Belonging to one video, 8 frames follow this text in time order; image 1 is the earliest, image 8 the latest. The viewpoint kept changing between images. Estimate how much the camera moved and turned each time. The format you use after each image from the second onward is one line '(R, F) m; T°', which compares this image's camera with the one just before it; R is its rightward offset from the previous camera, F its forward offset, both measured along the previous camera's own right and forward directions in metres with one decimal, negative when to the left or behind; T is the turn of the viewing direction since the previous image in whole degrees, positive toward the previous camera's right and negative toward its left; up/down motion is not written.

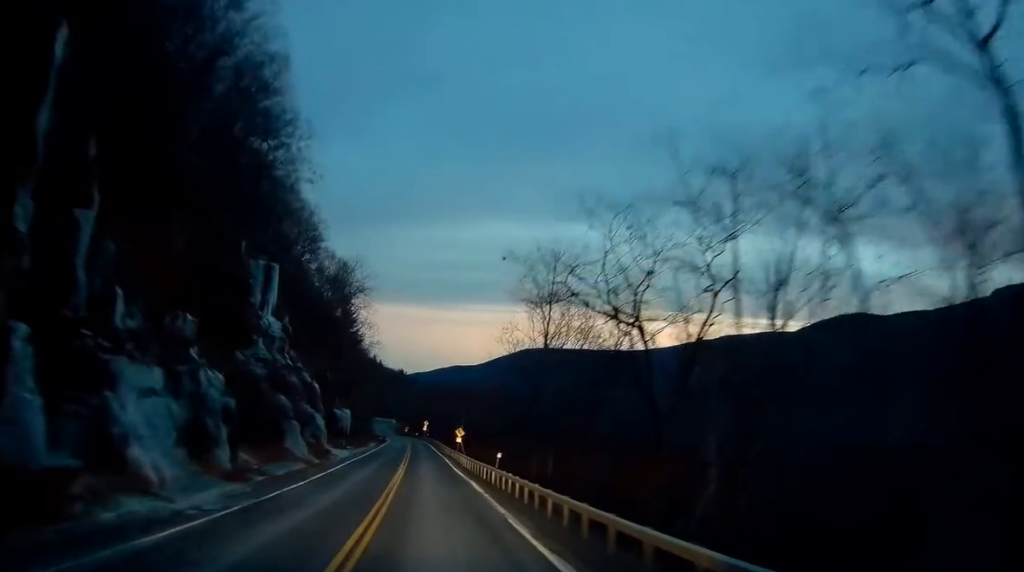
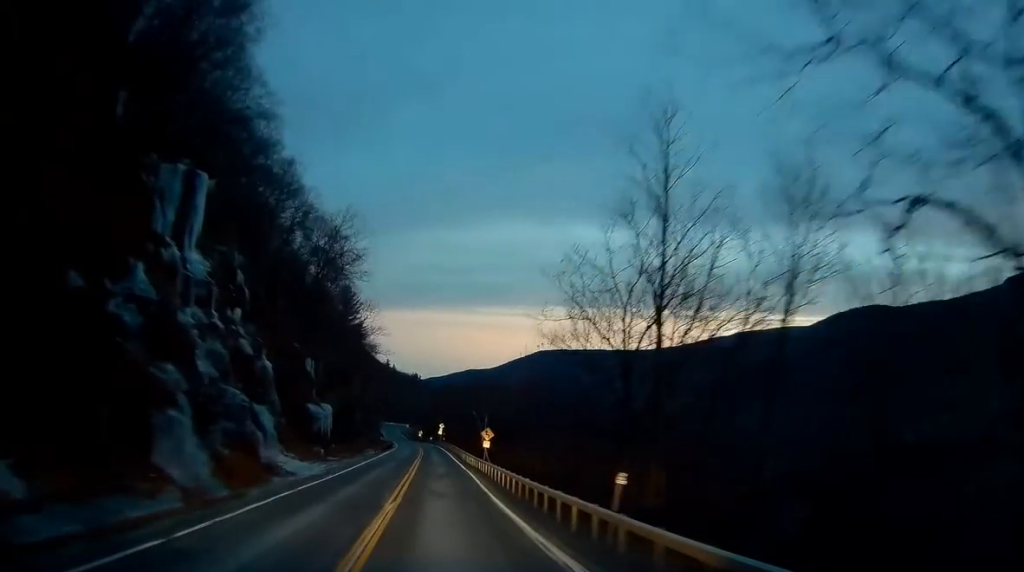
(0.0, +18.1) m; -2°
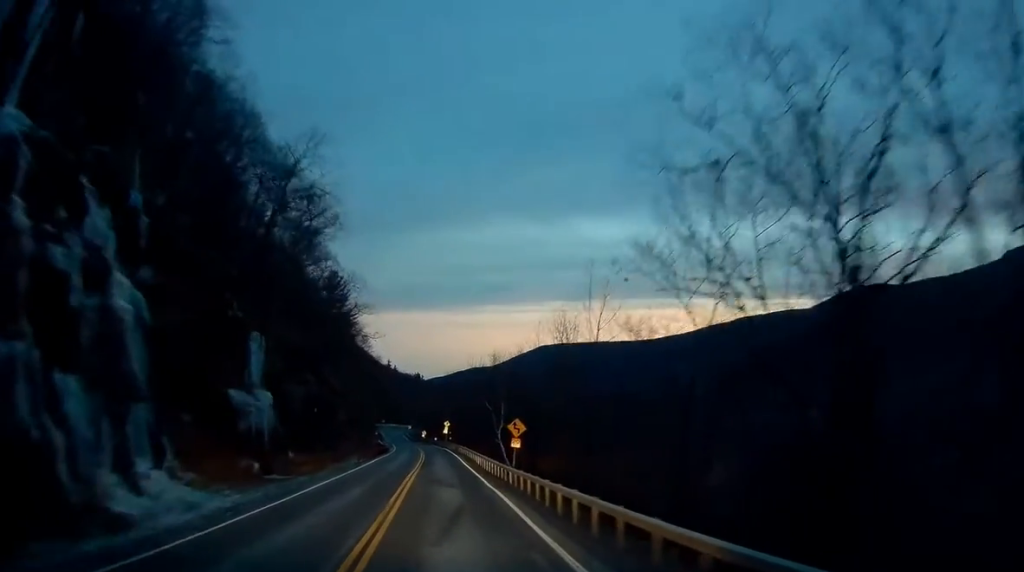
(-0.5, +16.0) m; -2°
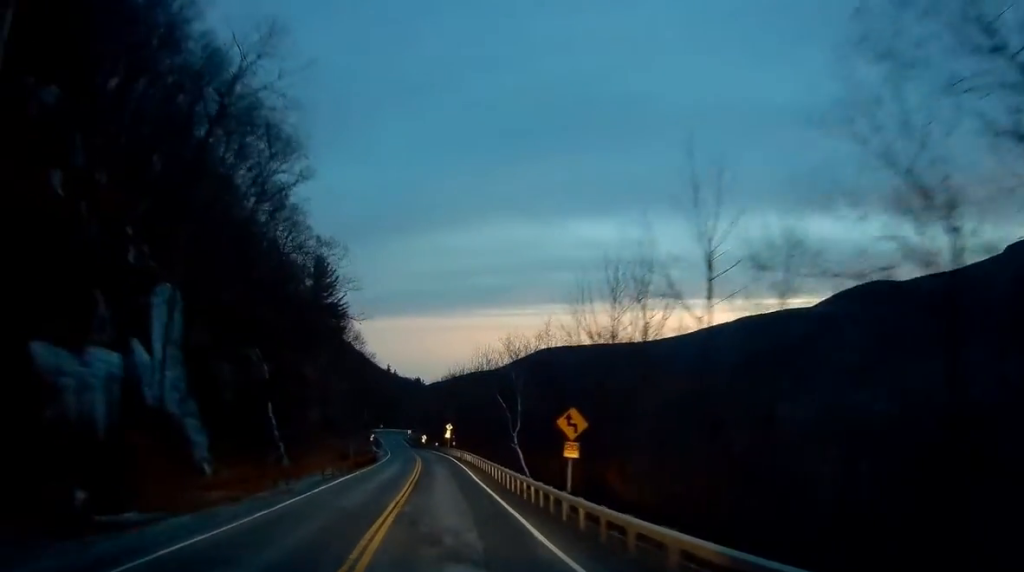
(-0.1, +13.5) m; +2°
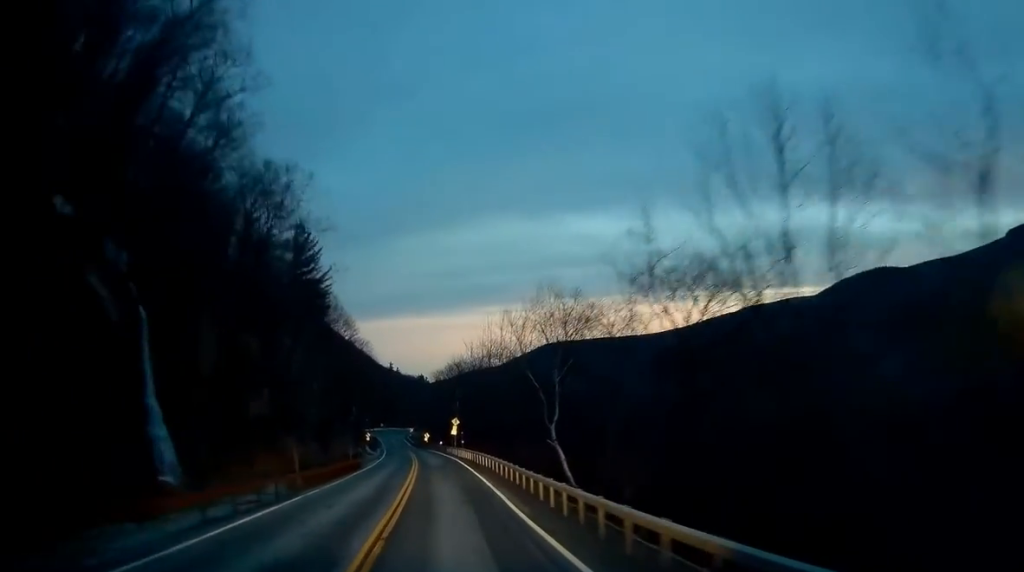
(+0.4, +16.0) m; -1°
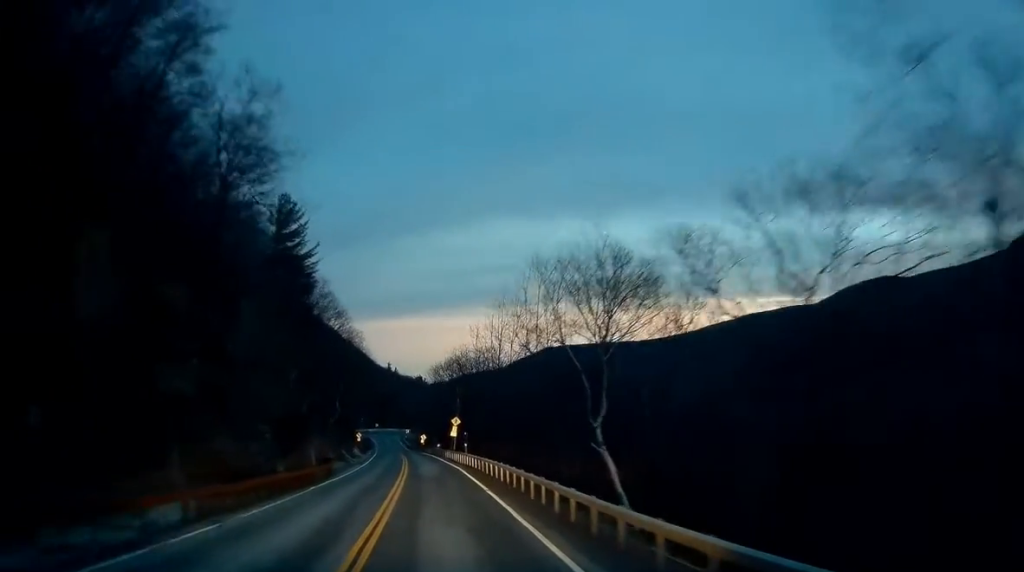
(-0.6, +10.9) m; -2°
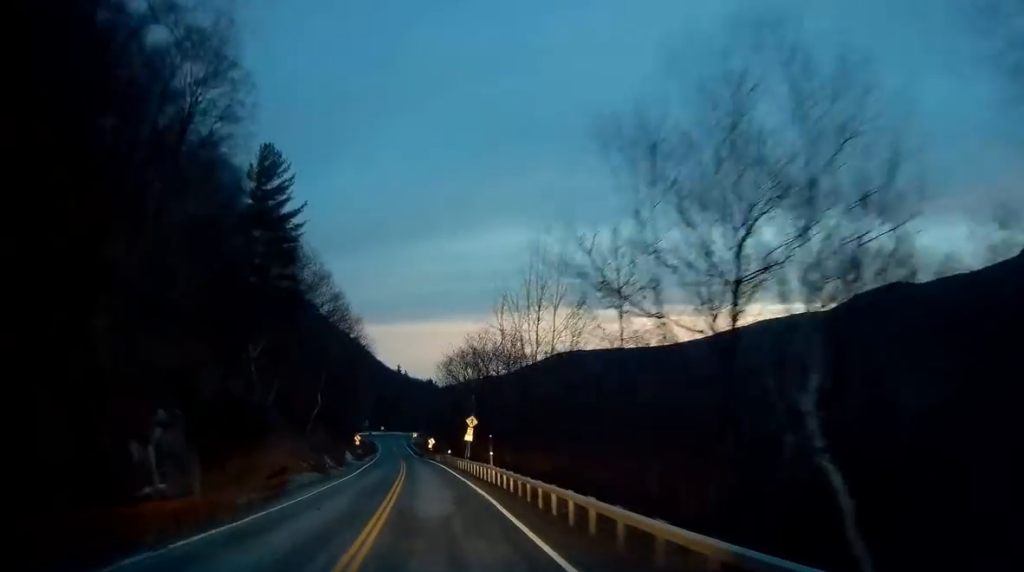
(+0.1, +14.8) m; -1°
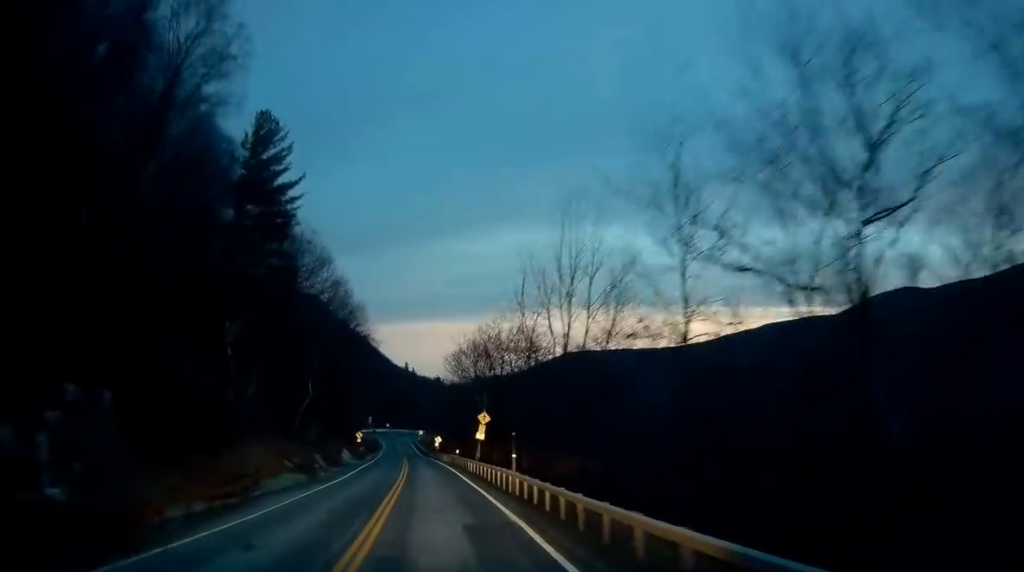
(-0.1, +6.3) m; 0°
